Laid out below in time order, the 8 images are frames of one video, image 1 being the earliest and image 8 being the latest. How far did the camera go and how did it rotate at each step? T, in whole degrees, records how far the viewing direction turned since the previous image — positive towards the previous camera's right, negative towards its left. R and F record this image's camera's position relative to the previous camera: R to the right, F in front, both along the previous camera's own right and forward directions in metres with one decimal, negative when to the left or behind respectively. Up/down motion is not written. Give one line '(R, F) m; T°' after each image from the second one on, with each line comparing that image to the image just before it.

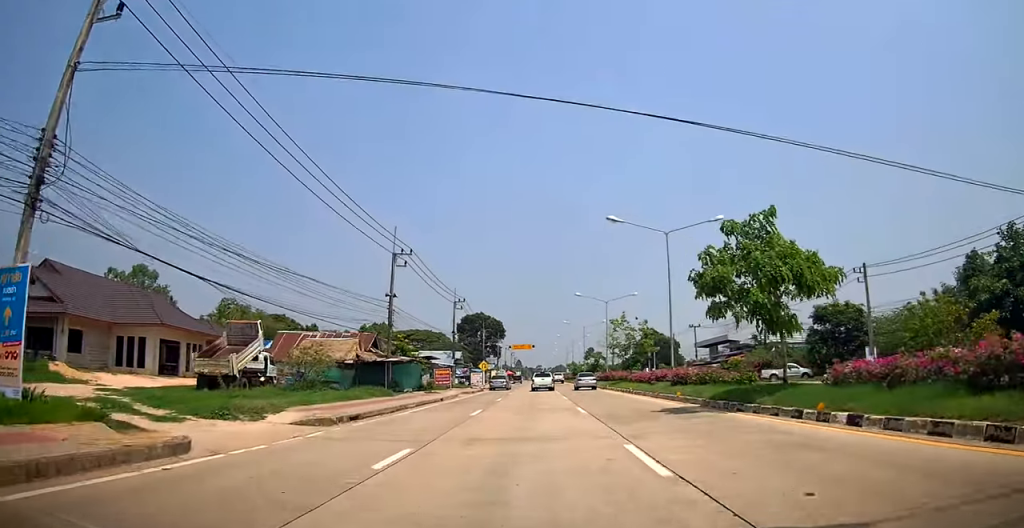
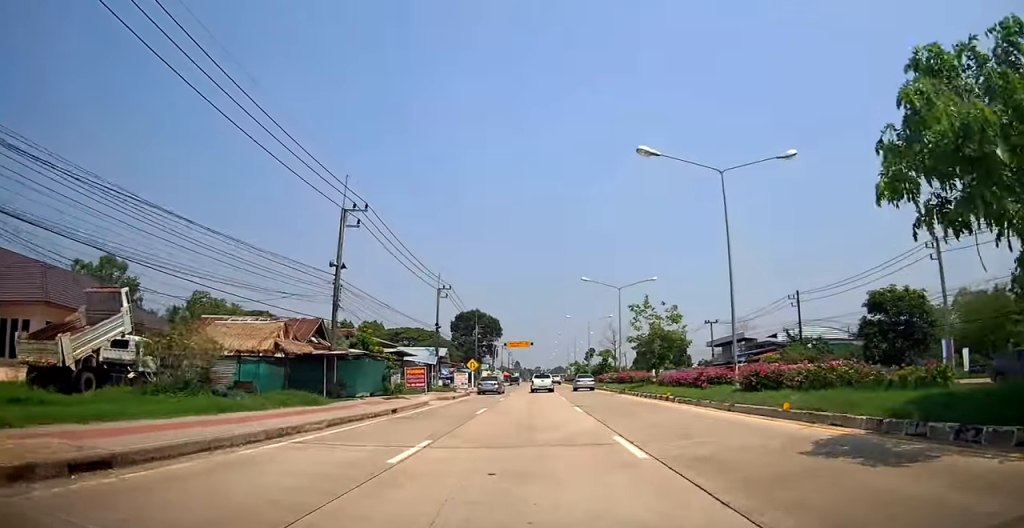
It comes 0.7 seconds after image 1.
(0.0, +10.2) m; -1°
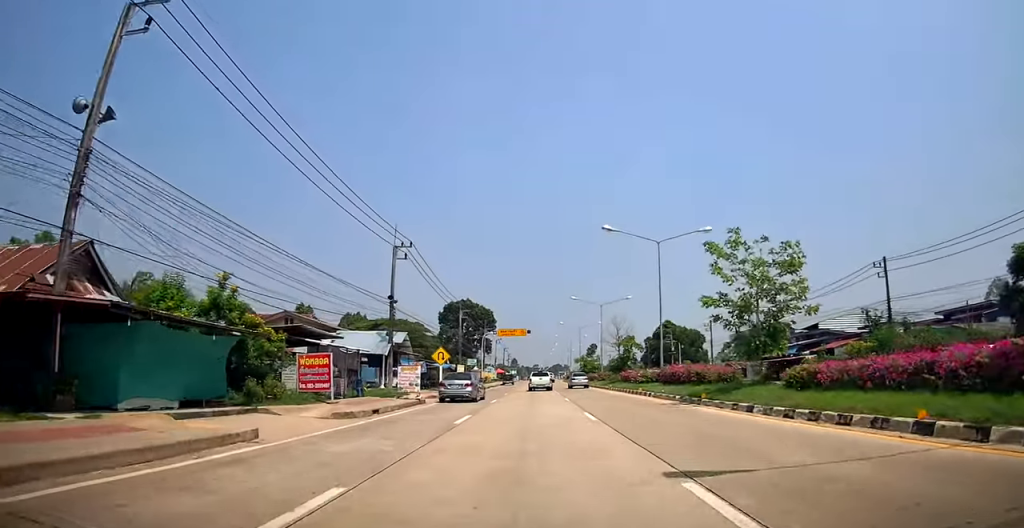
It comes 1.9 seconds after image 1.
(-0.4, +17.6) m; 0°
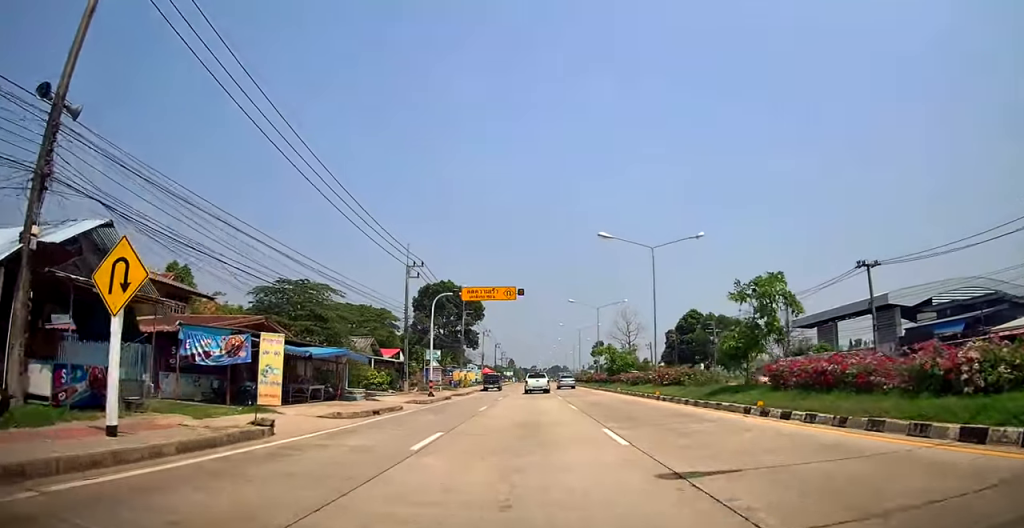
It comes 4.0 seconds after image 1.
(+0.2, +29.9) m; 0°
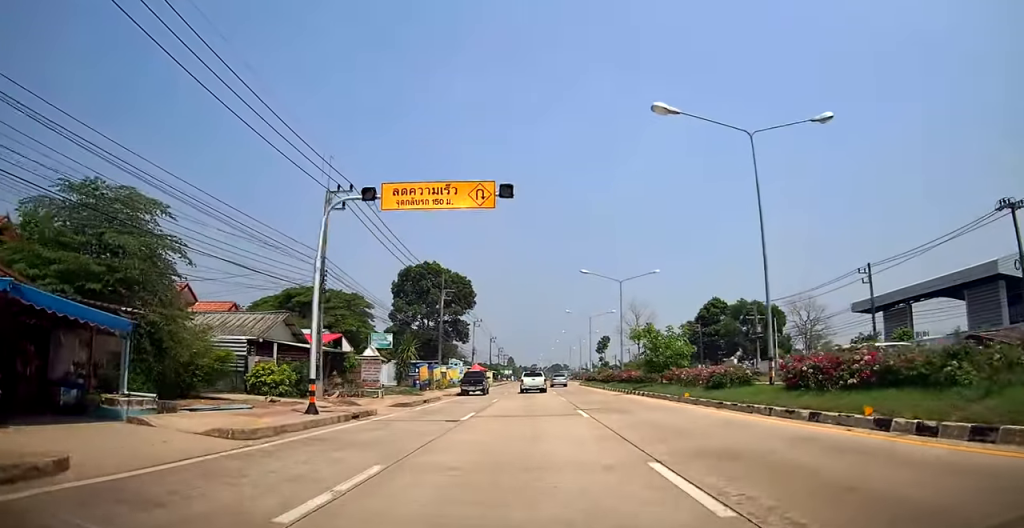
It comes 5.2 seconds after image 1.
(+0.5, +17.3) m; +2°
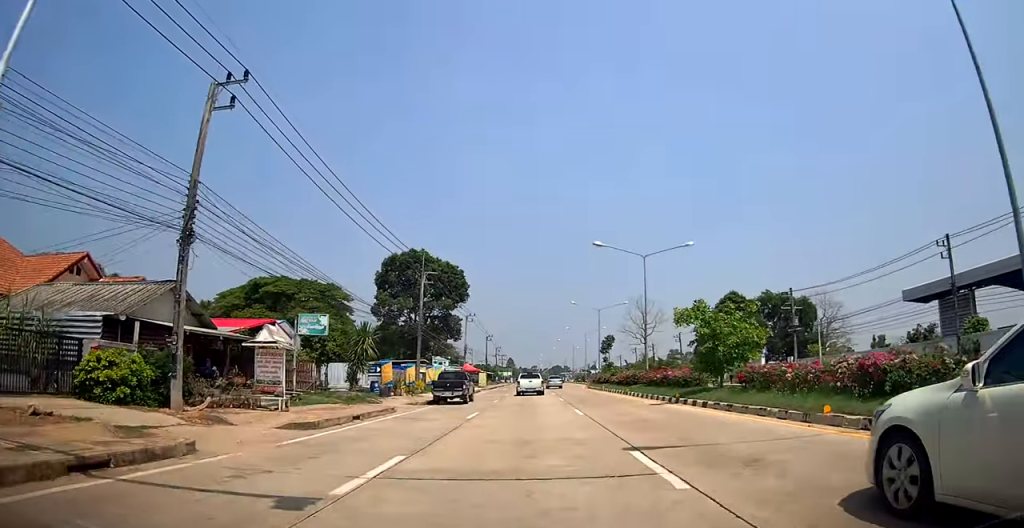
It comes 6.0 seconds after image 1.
(+0.1, +10.9) m; 0°
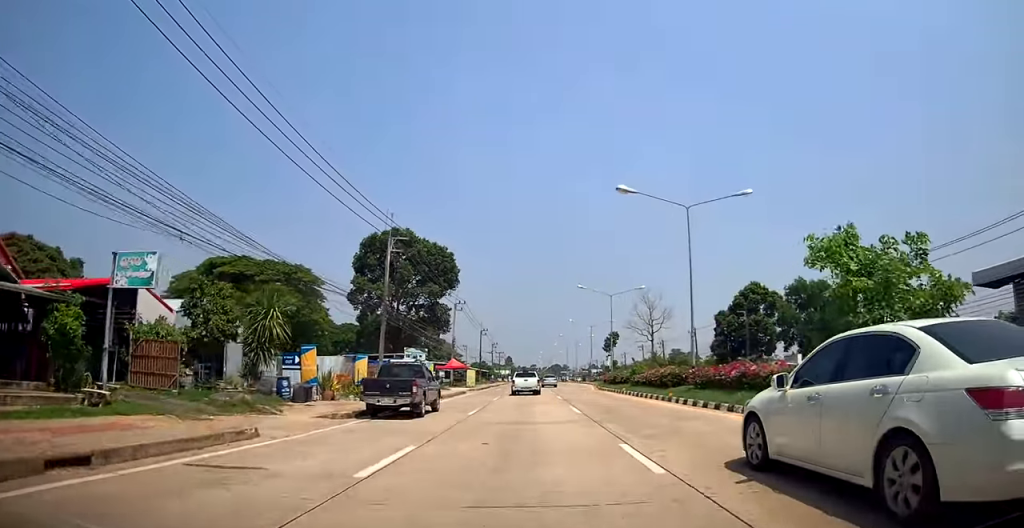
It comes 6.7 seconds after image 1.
(-0.1, +11.1) m; -1°
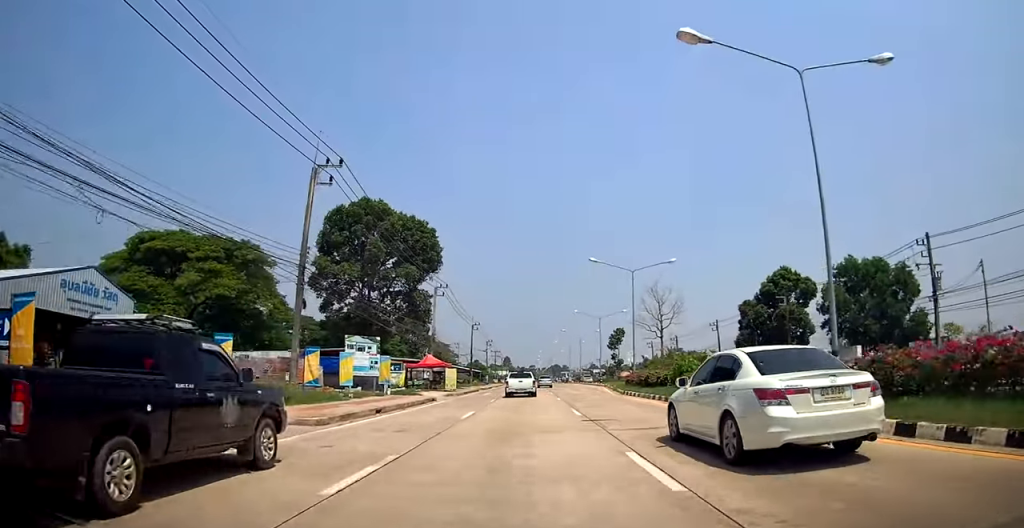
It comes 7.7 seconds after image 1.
(0.0, +13.0) m; -1°
